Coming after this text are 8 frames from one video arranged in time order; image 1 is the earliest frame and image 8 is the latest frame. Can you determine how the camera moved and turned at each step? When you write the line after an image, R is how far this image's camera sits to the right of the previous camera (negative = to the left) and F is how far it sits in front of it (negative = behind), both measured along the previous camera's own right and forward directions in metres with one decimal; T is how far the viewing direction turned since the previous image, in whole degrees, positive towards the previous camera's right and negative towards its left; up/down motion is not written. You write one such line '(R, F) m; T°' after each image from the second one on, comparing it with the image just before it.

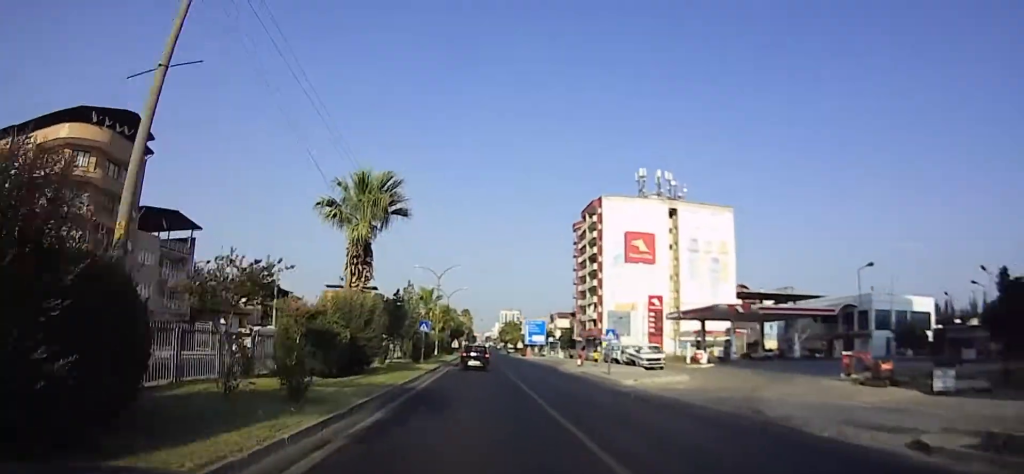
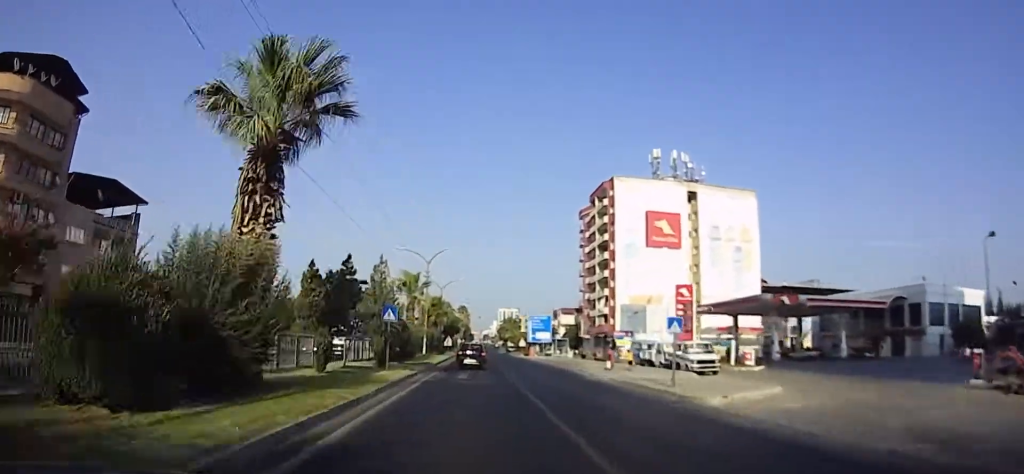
(0.0, +10.6) m; 0°
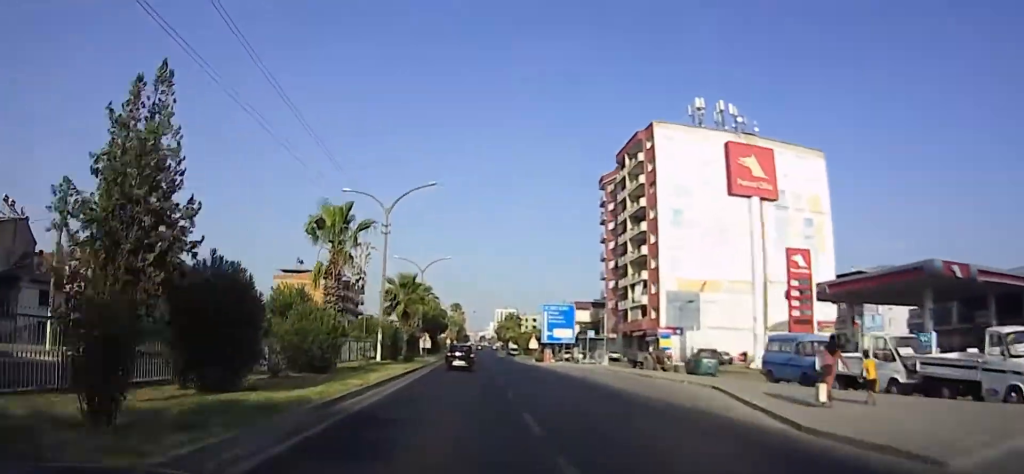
(+0.1, +22.7) m; 0°
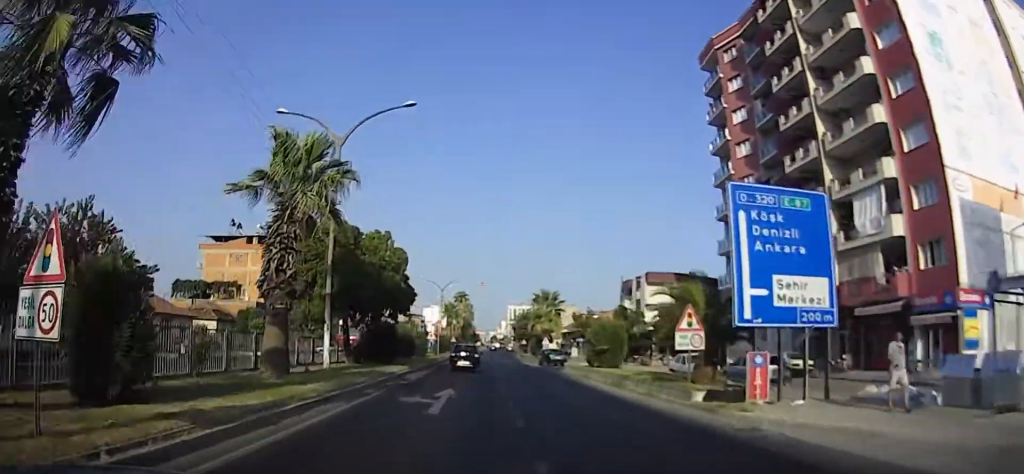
(+0.2, +41.0) m; 0°
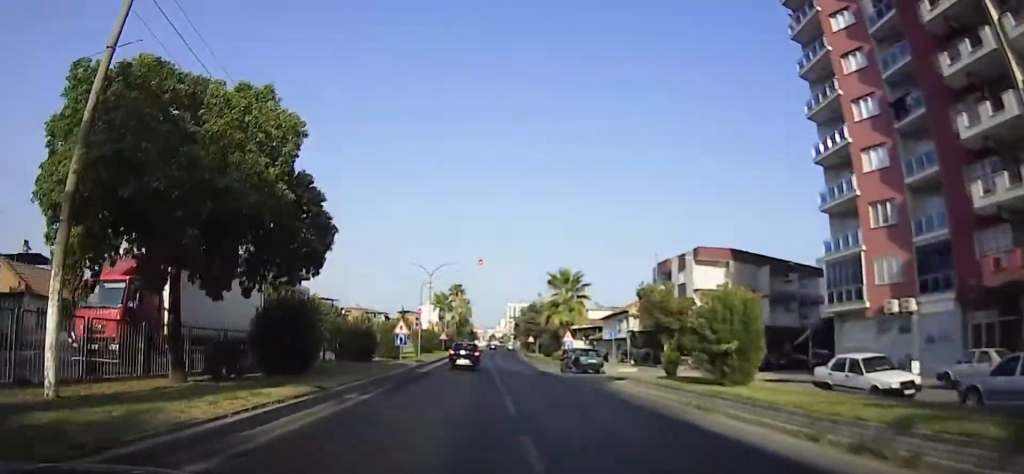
(-0.1, +15.2) m; 0°
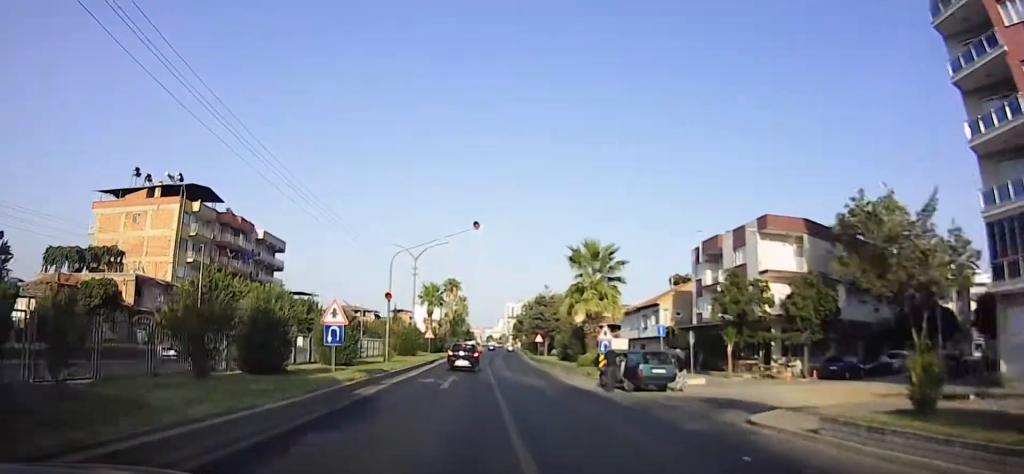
(0.0, +12.4) m; 0°
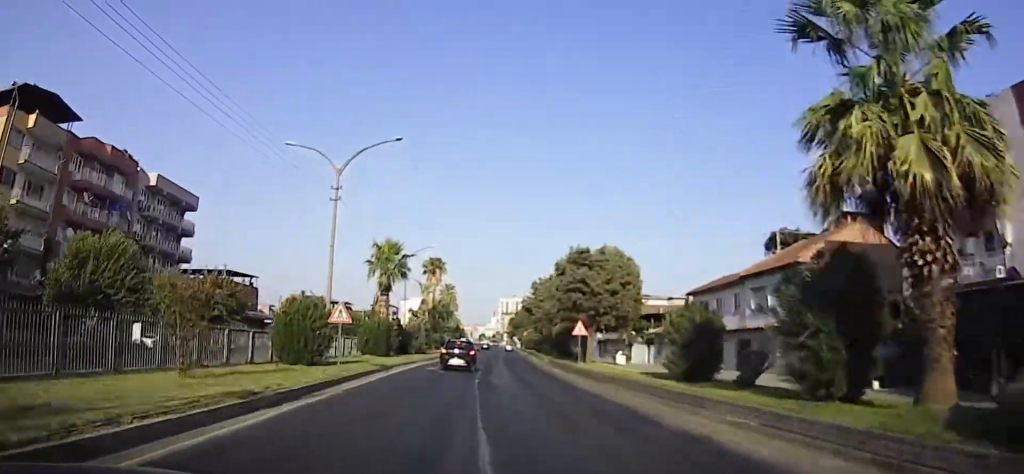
(+0.1, +26.8) m; +1°
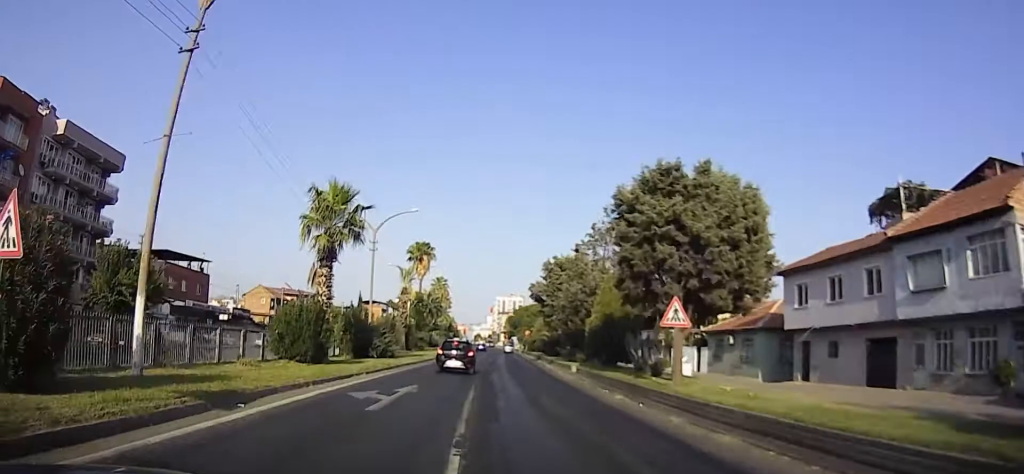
(+0.1, +15.4) m; +1°
